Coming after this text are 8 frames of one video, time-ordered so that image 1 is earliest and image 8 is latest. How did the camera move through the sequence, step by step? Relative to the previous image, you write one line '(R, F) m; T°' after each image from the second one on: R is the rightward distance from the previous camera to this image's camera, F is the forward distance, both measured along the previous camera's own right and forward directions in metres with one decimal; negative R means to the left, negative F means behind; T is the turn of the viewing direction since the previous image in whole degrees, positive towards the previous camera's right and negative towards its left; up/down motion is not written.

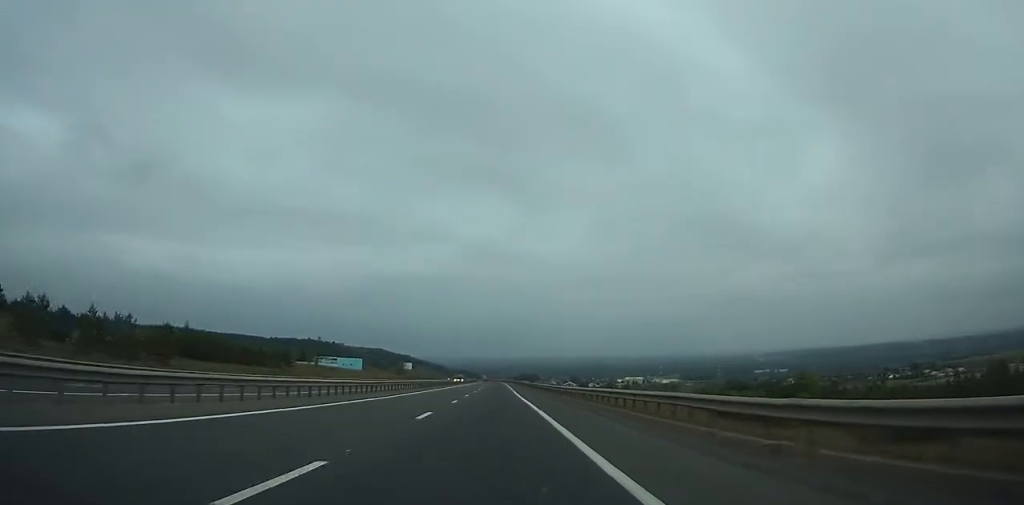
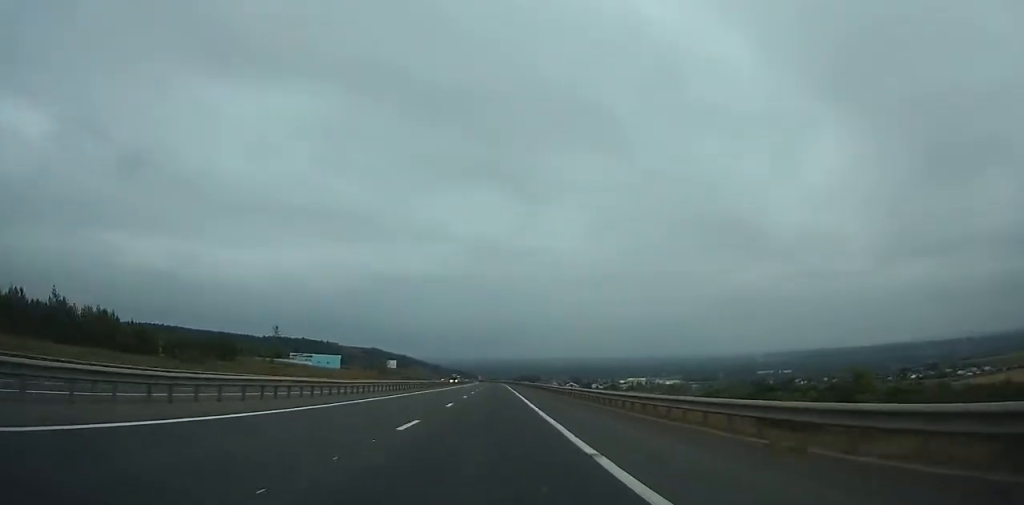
(-3.0, +40.9) m; -2°
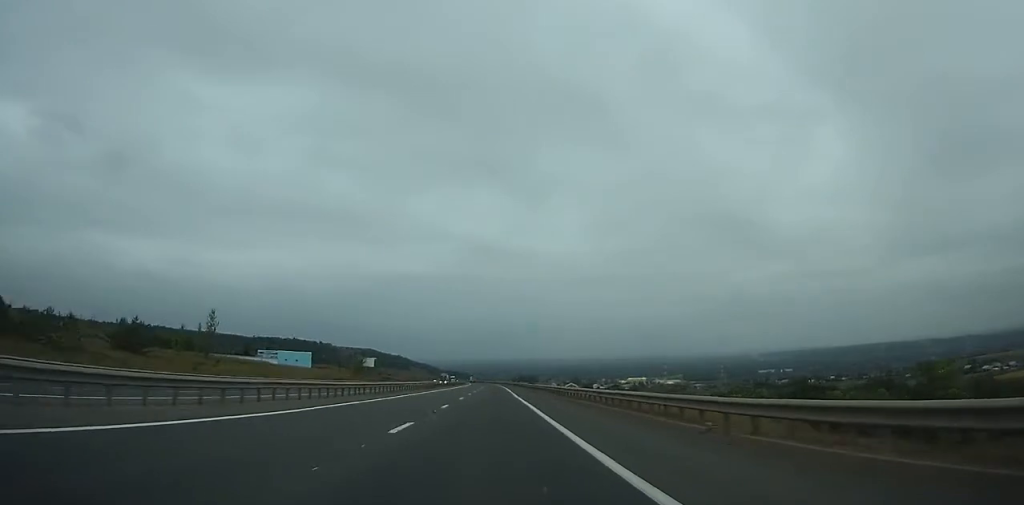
(+1.7, +38.2) m; +1°
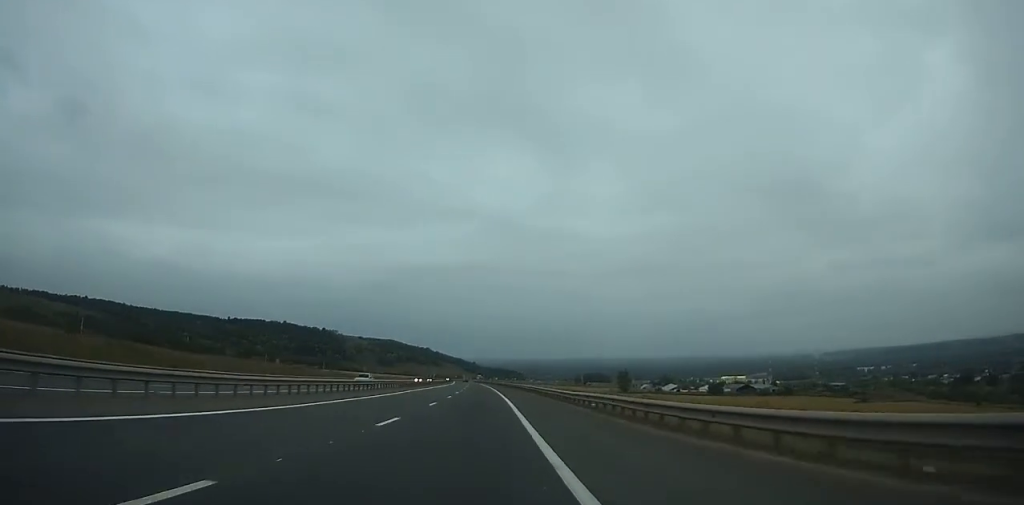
(+0.1, +340.4) m; -3°
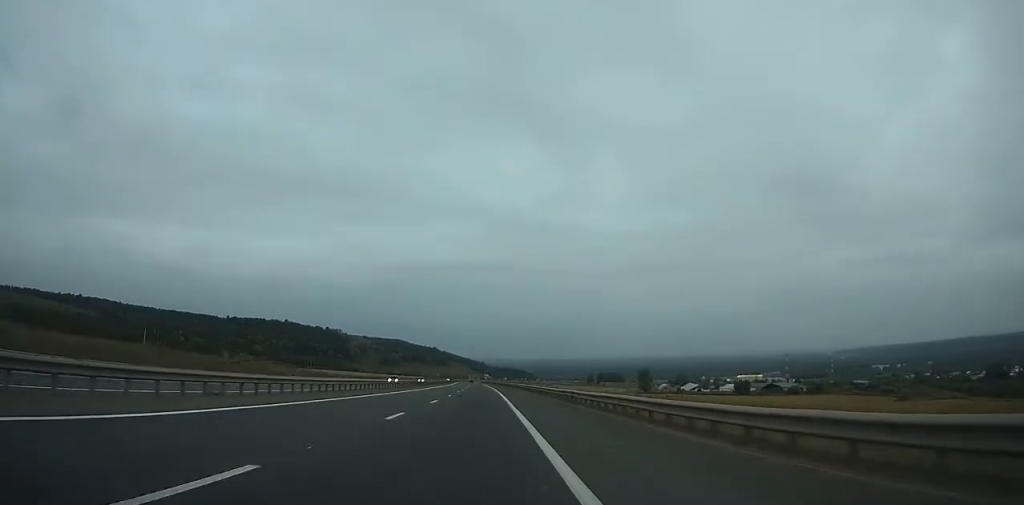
(-0.2, +34.7) m; -1°
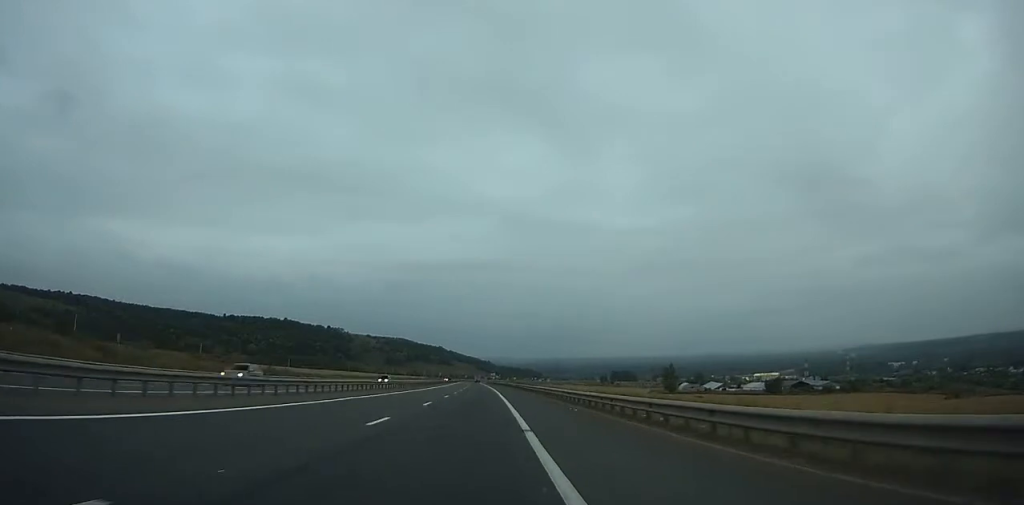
(-0.1, +39.4) m; -1°
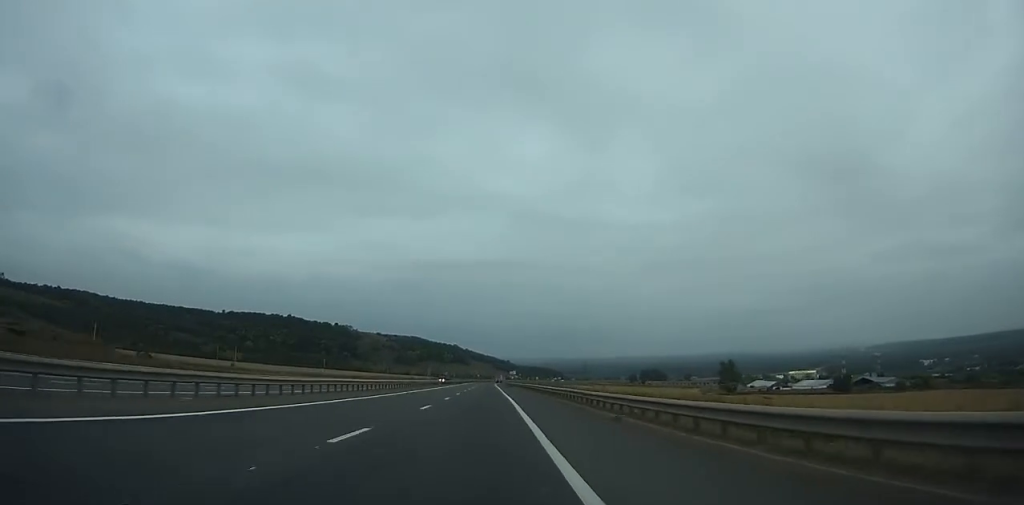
(-1.0, +62.6) m; -1°
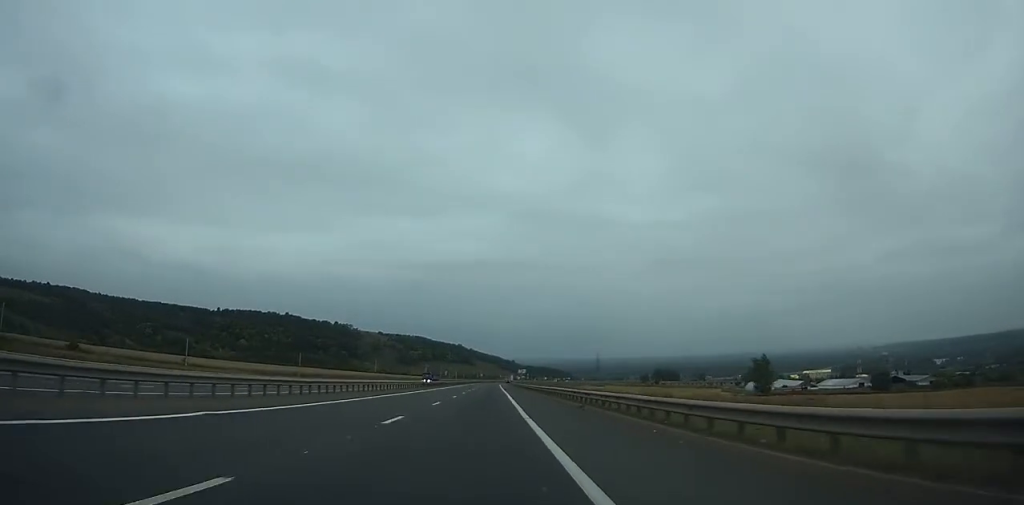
(-0.1, +30.9) m; -1°
